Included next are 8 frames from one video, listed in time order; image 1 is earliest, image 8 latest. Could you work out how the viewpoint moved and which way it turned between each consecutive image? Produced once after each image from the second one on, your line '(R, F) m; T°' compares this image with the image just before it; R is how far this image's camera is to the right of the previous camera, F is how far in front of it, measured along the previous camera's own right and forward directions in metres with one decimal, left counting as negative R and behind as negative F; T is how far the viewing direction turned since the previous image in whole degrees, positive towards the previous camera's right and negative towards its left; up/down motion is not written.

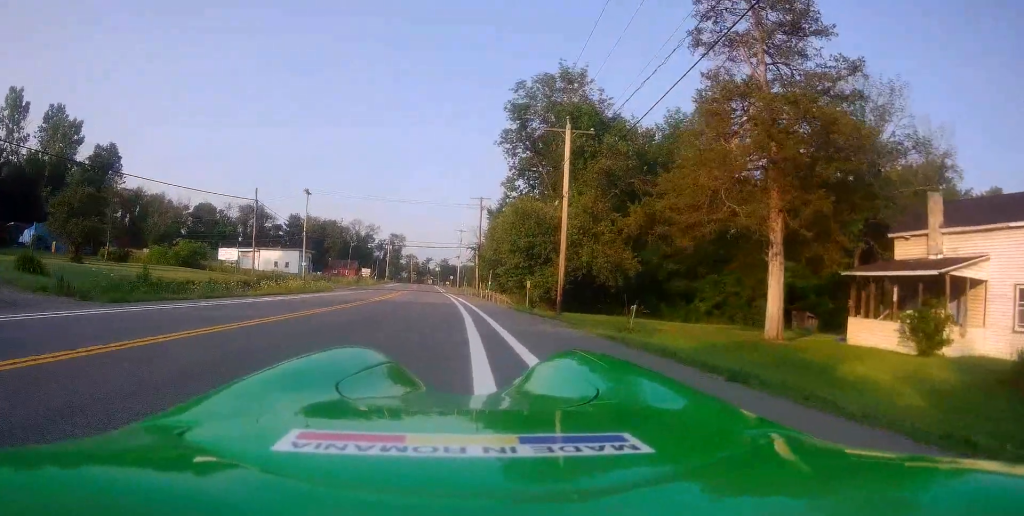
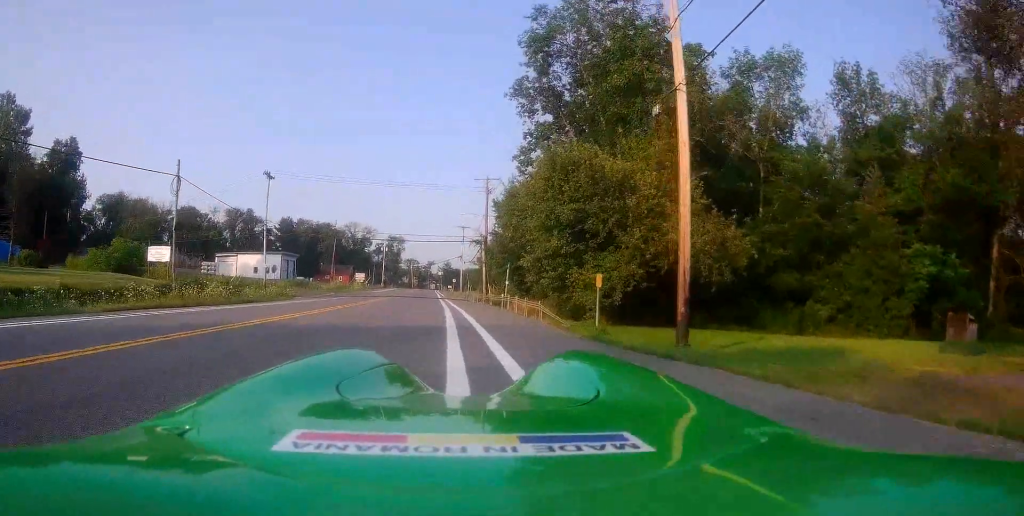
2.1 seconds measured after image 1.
(0.0, +14.8) m; +5°
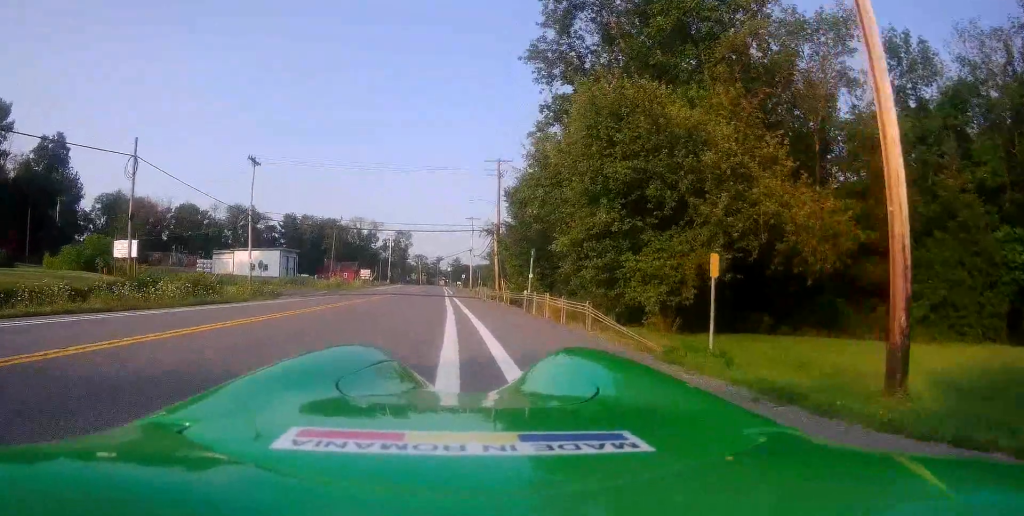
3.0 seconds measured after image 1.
(+0.4, +6.2) m; -2°
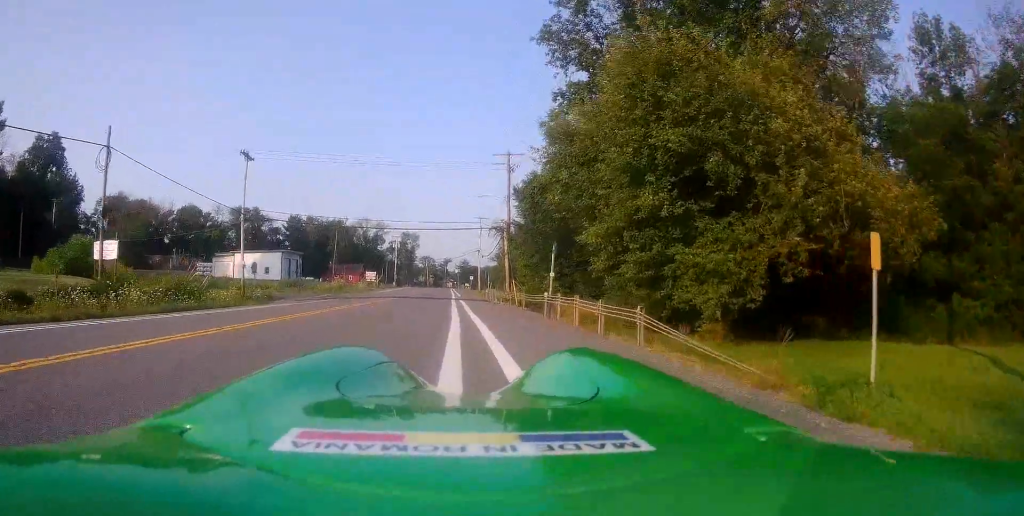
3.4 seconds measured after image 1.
(-0.4, +3.3) m; -2°
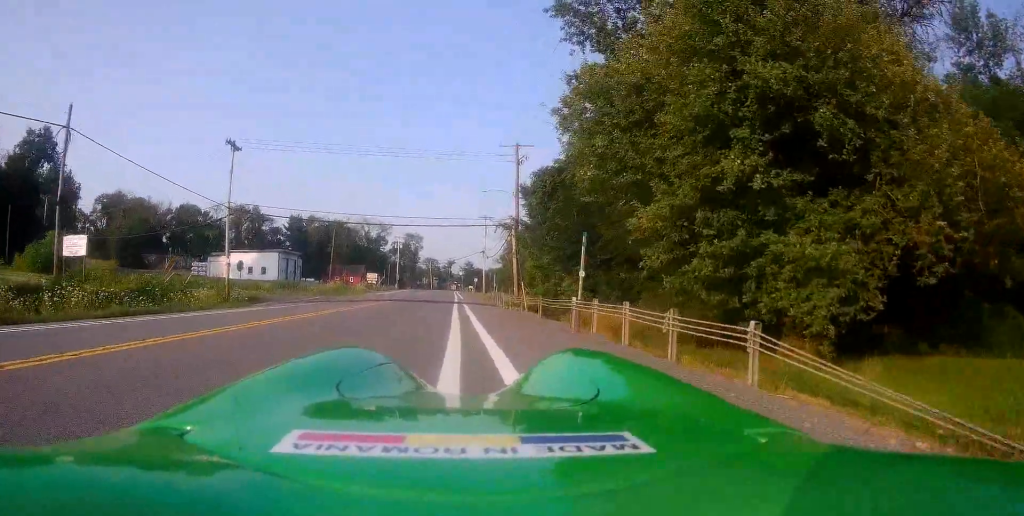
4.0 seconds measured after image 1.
(-0.2, +3.9) m; -2°
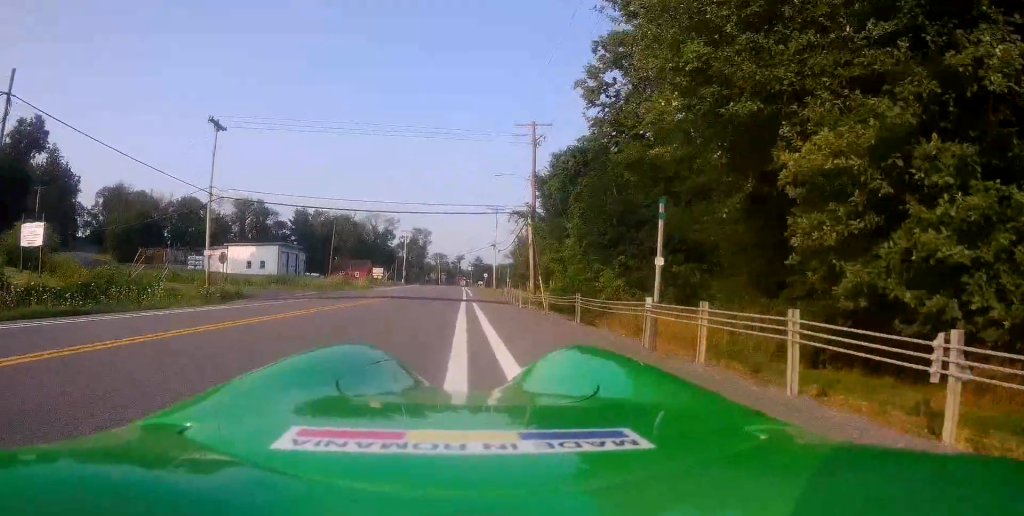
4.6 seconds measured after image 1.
(+0.2, +4.8) m; +2°
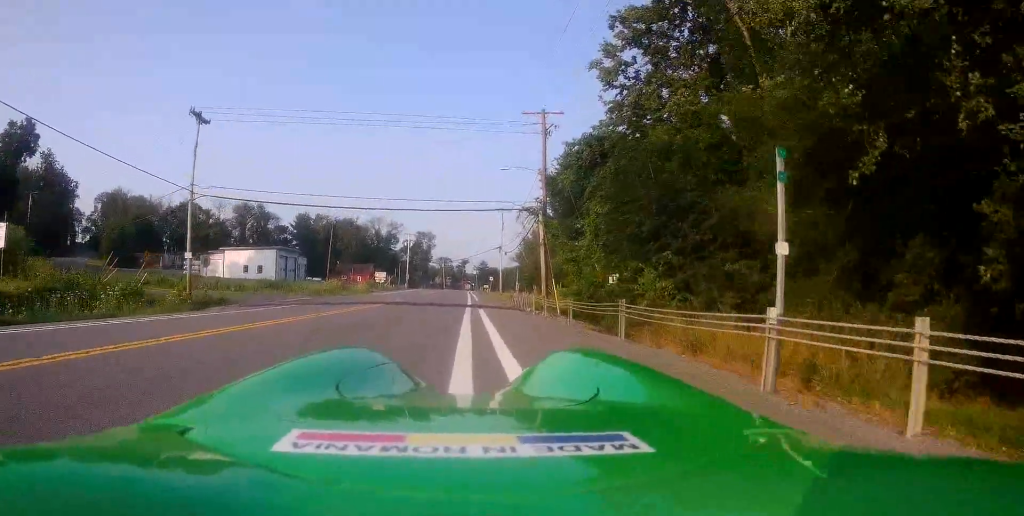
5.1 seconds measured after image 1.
(0.0, +3.3) m; -1°
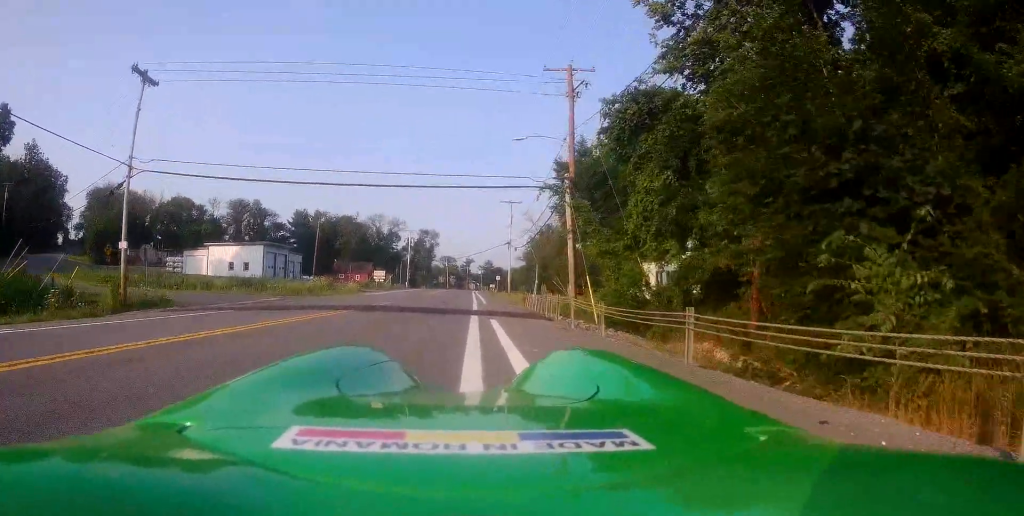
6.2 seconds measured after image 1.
(-0.3, +7.7) m; -4°
